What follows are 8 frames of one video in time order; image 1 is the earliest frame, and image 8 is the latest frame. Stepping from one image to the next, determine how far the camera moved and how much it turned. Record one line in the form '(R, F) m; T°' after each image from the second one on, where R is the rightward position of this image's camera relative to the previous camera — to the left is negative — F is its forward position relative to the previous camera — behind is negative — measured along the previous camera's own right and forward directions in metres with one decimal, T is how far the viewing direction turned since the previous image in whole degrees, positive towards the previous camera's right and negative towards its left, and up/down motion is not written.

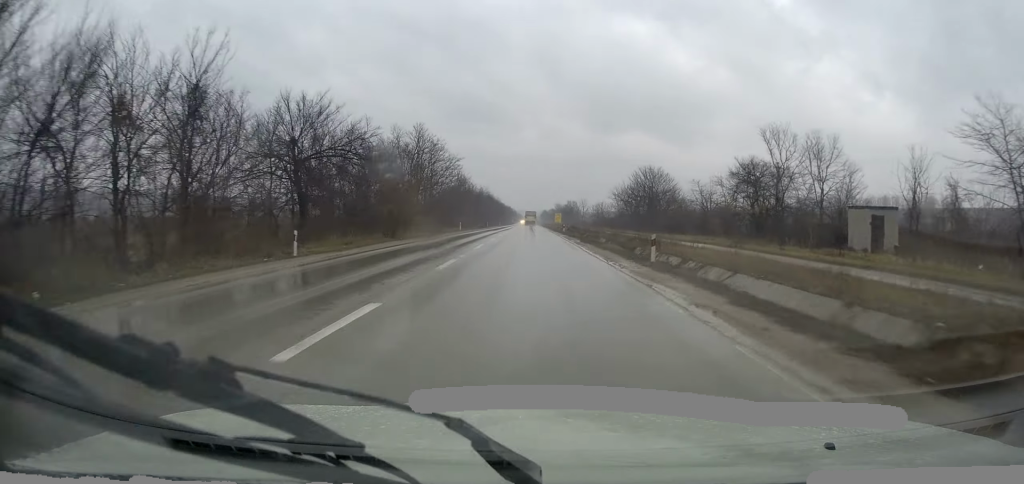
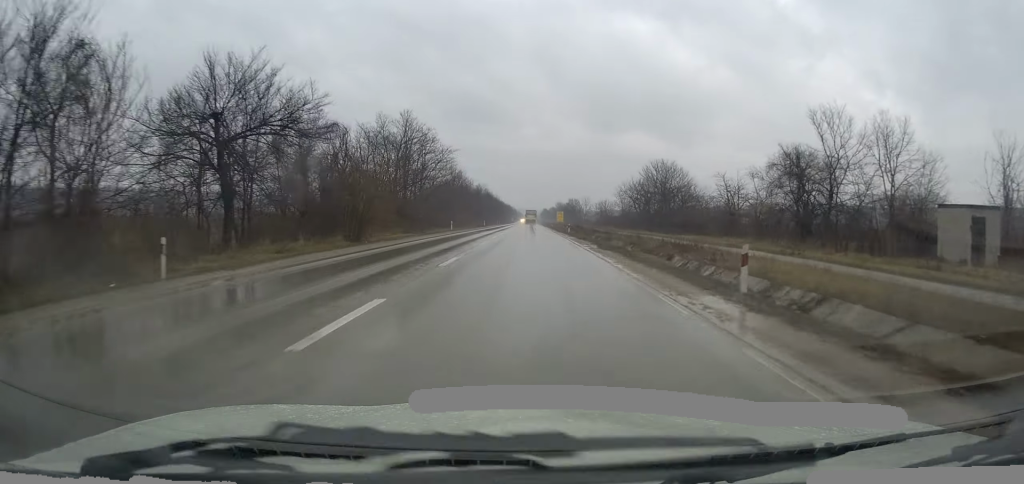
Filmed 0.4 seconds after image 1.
(0.0, +8.2) m; 0°
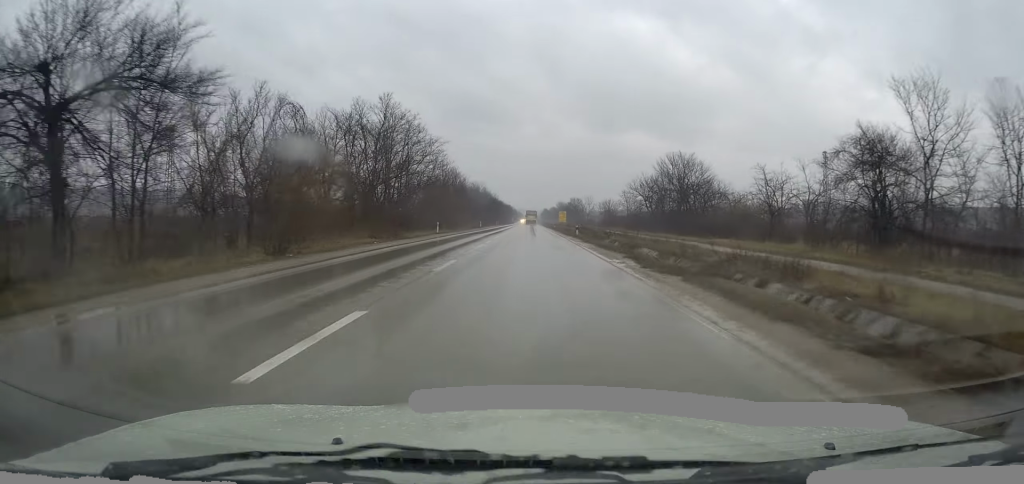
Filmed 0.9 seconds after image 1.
(0.0, +9.6) m; 0°
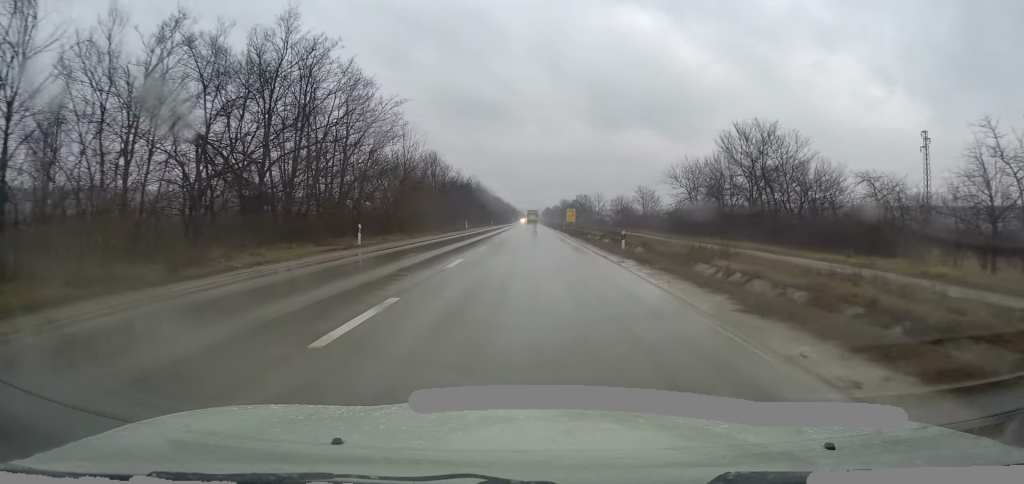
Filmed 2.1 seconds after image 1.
(-0.2, +24.6) m; -1°
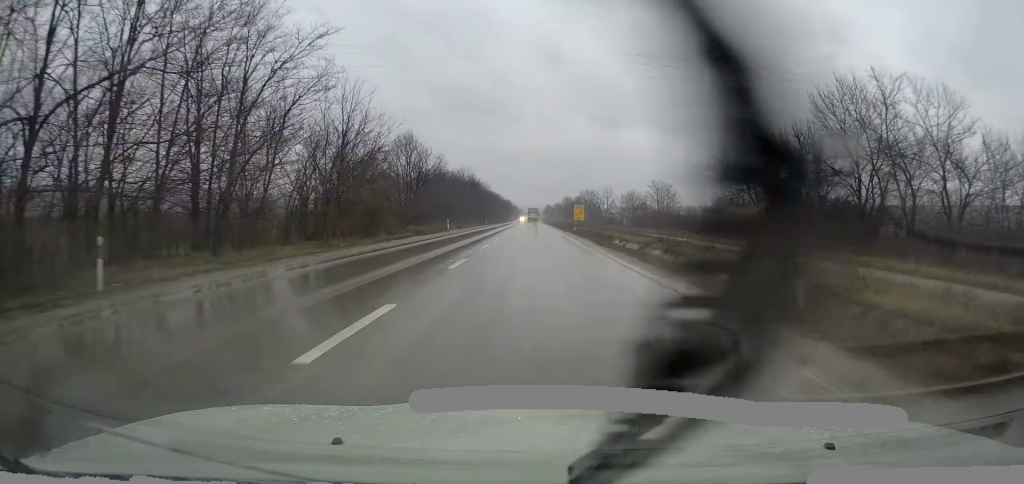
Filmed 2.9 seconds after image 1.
(-0.3, +17.9) m; 0°
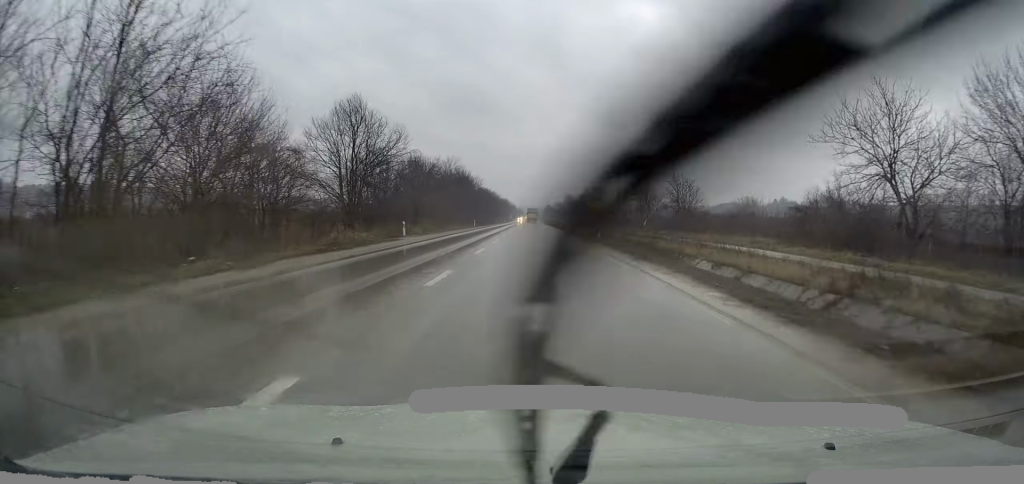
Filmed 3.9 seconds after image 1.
(+0.3, +20.8) m; 0°
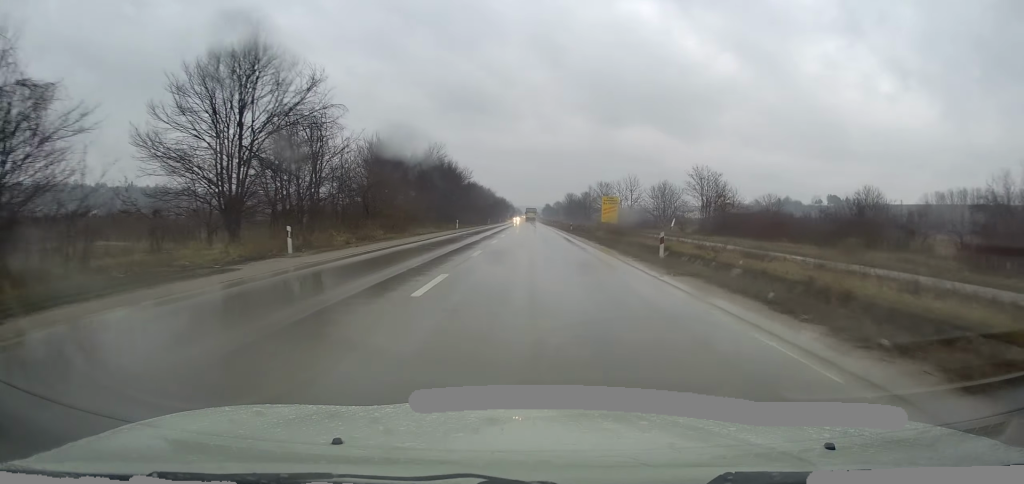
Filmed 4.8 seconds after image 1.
(-0.3, +18.8) m; 0°
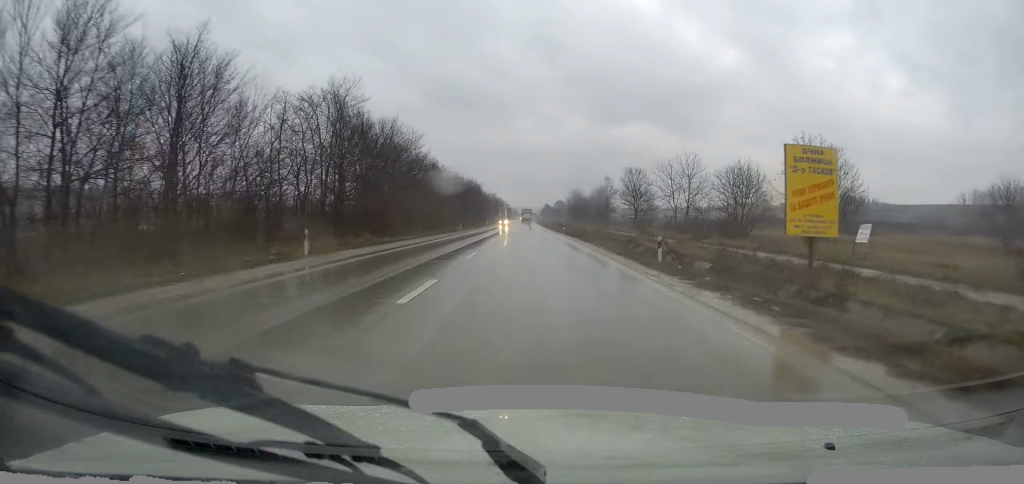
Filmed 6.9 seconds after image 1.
(+0.8, +43.7) m; 0°
